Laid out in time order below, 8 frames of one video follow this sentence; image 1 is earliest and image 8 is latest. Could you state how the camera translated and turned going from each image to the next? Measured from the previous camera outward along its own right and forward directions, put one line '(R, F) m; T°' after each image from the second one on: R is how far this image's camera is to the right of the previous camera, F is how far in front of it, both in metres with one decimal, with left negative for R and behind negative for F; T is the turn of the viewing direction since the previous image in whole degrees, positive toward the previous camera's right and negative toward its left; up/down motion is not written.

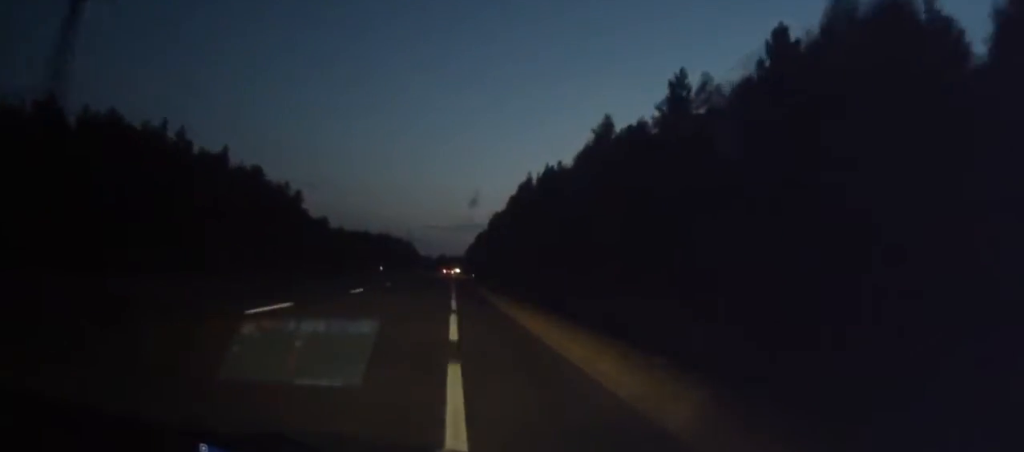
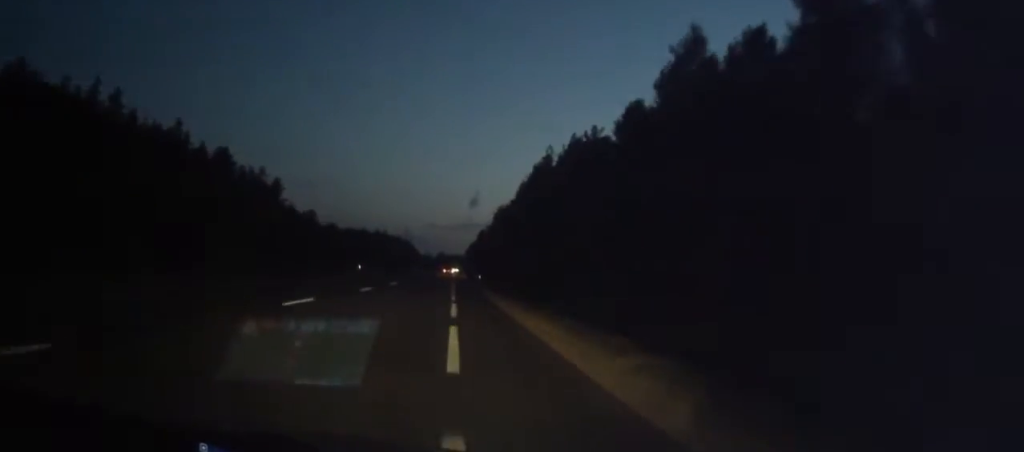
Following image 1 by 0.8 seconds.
(-0.2, +21.2) m; 0°
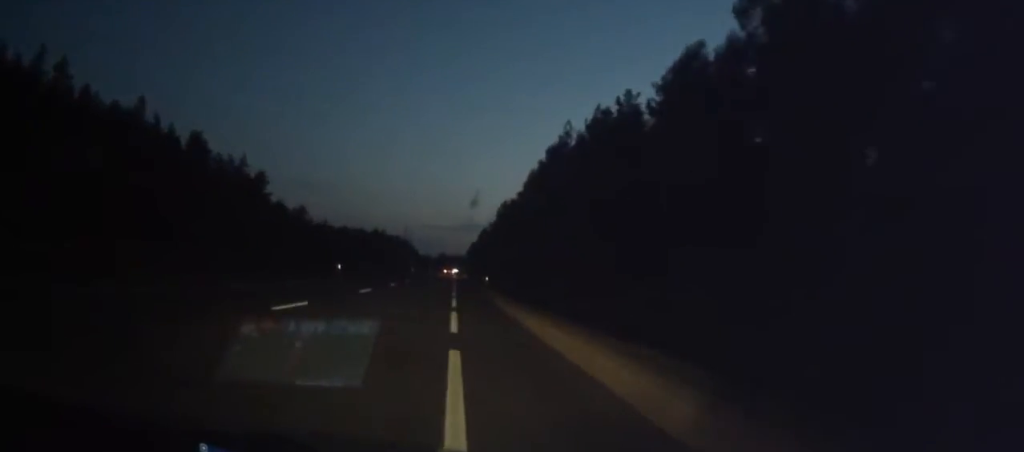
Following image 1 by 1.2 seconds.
(+0.3, +12.9) m; 0°
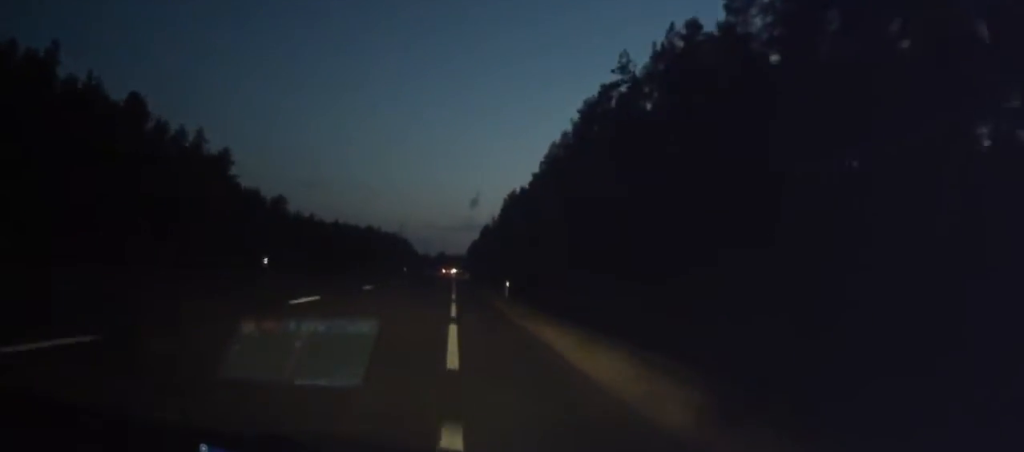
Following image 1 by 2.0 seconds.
(0.0, +22.2) m; 0°
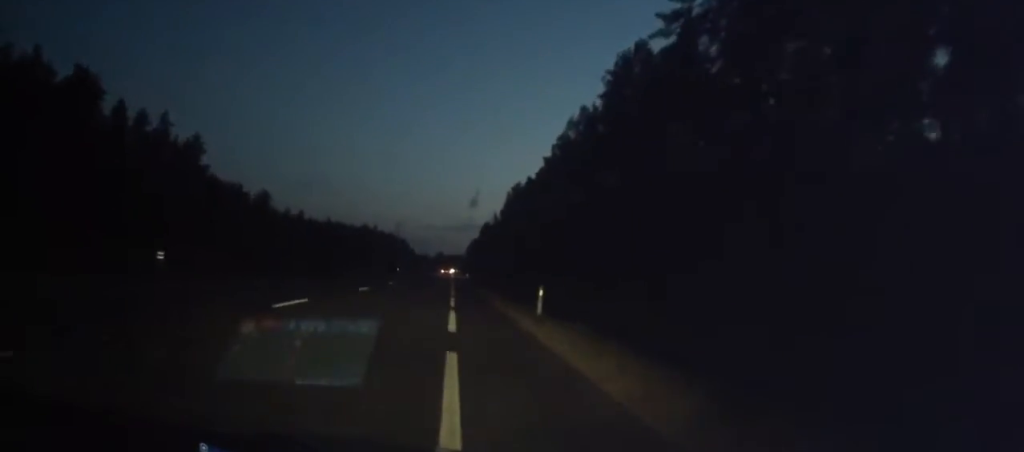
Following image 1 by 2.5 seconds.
(-0.1, +13.0) m; 0°
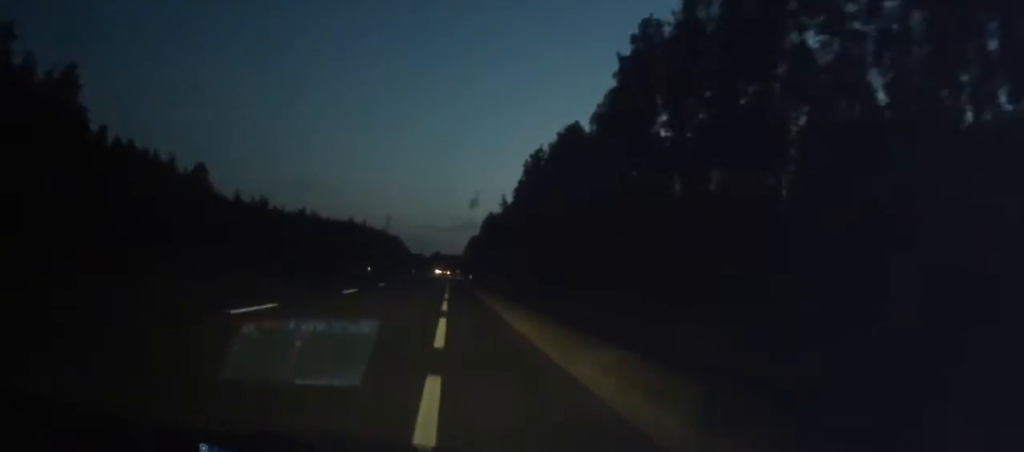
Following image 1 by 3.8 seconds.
(+0.1, +37.5) m; +1°
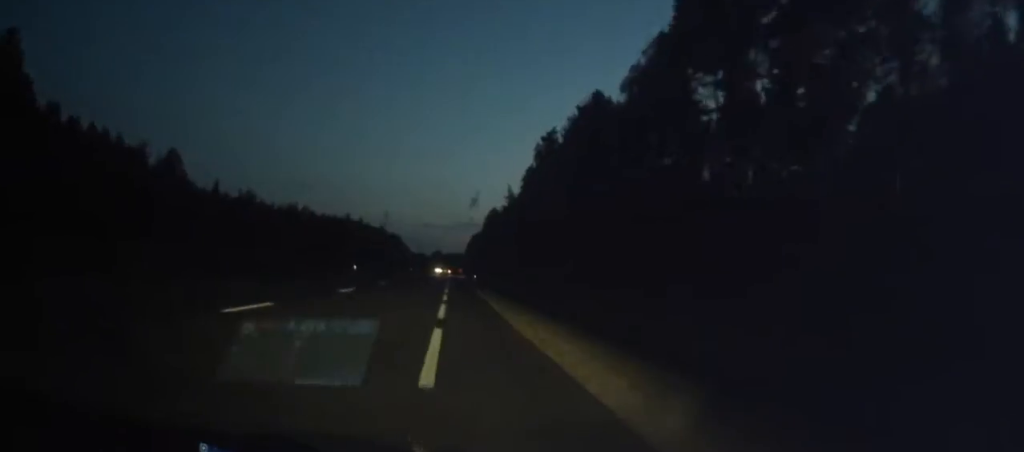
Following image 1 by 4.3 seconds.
(+0.1, +12.3) m; 0°
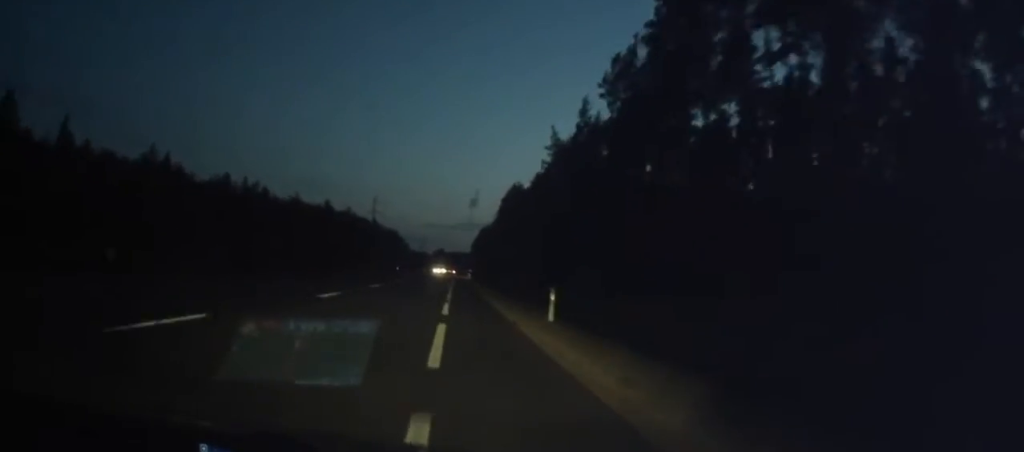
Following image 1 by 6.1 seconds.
(-0.3, +51.5) m; -1°
